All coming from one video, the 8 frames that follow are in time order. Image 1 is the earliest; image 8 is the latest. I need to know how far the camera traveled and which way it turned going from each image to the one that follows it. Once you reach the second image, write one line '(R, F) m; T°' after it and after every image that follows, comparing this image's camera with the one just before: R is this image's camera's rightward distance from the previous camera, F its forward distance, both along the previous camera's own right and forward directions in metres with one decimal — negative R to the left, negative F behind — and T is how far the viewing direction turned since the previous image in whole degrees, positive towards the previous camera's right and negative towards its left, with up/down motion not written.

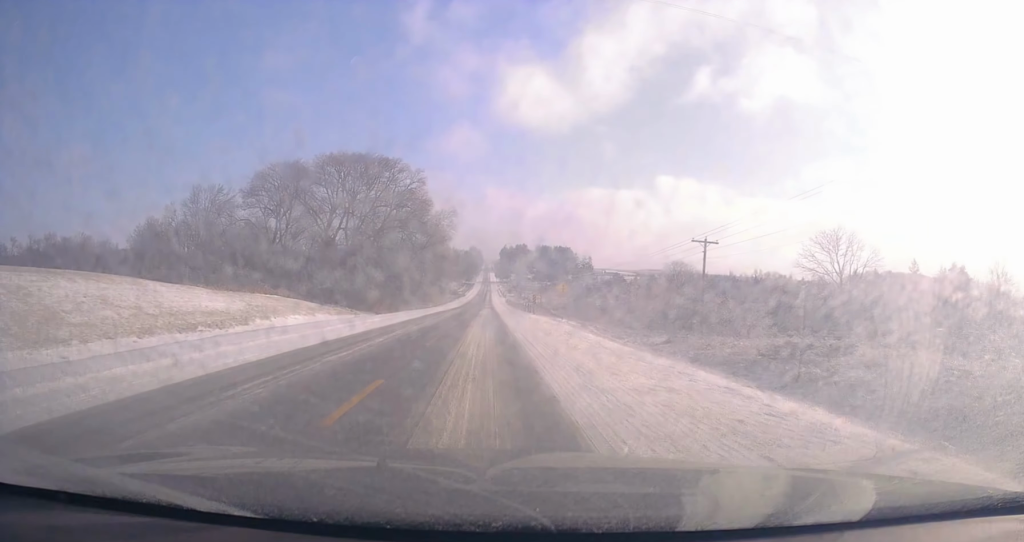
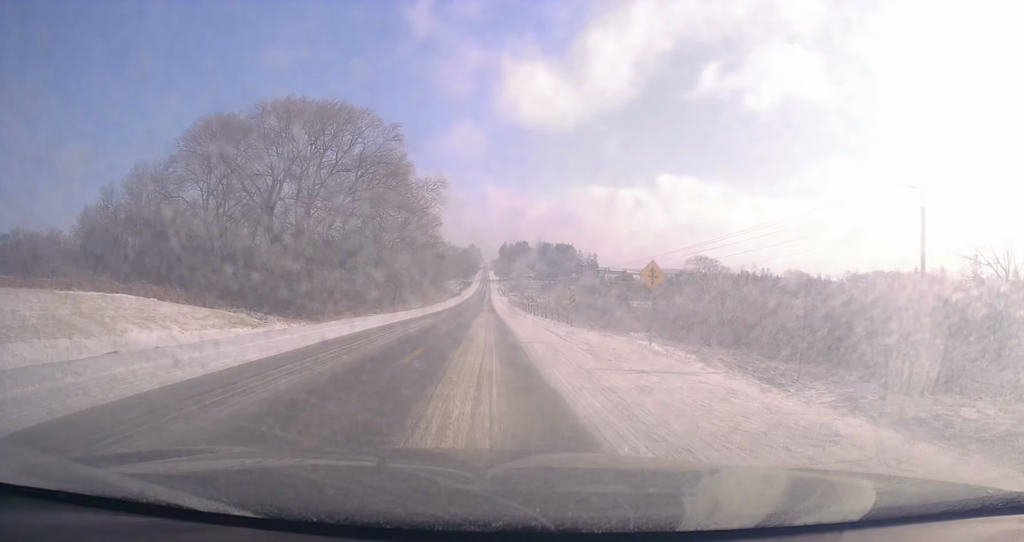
(-0.6, +23.5) m; +1°
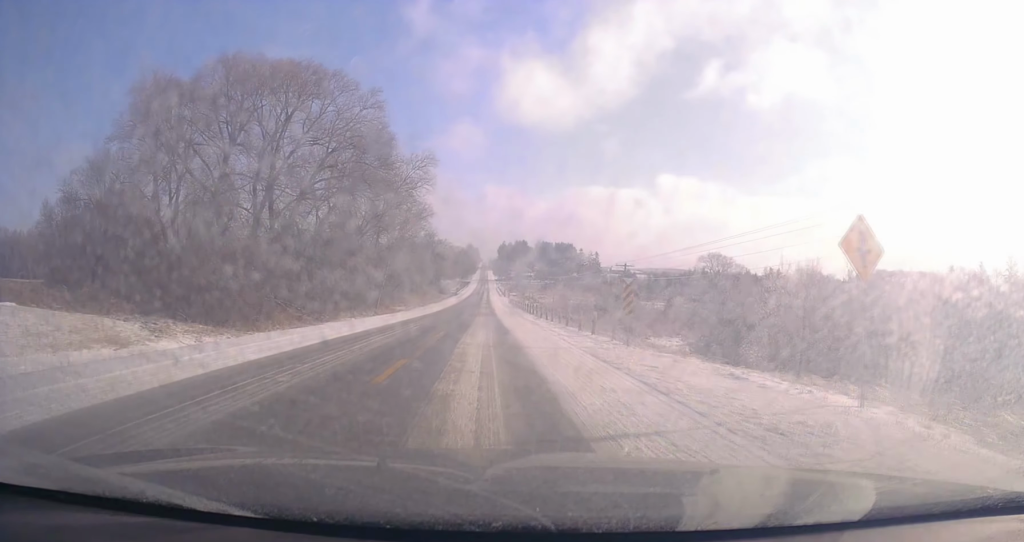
(+0.5, +12.2) m; 0°
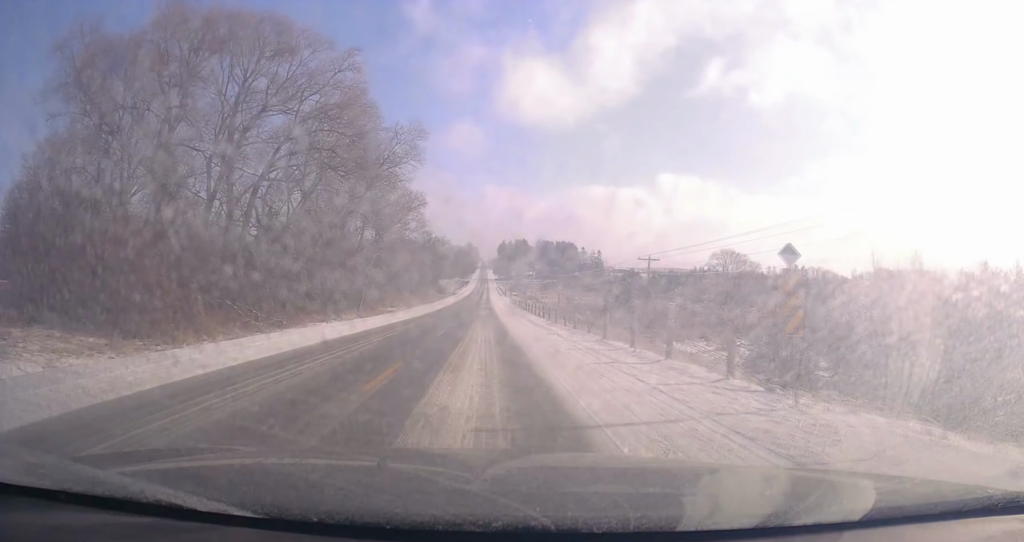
(+0.5, +9.5) m; 0°
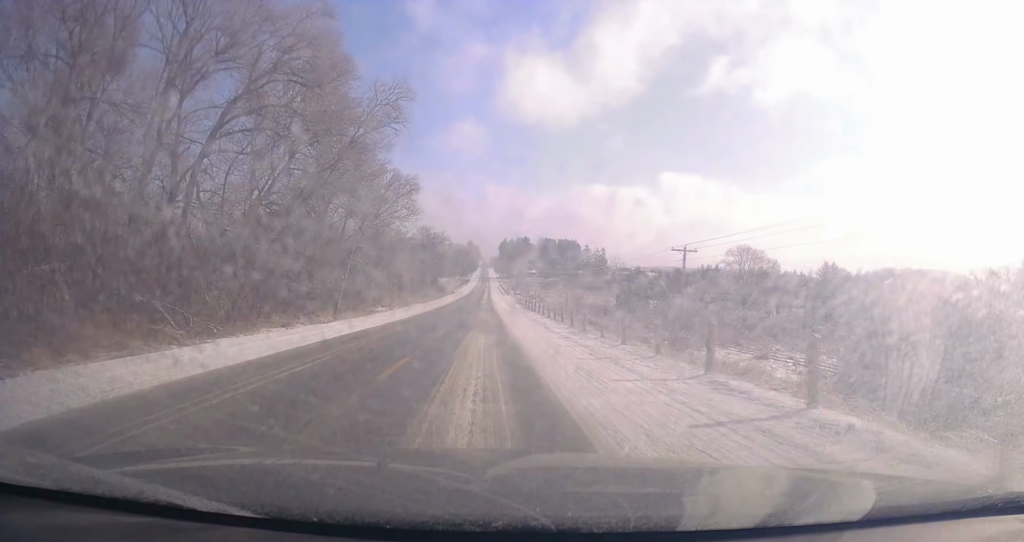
(-0.2, +10.2) m; 0°
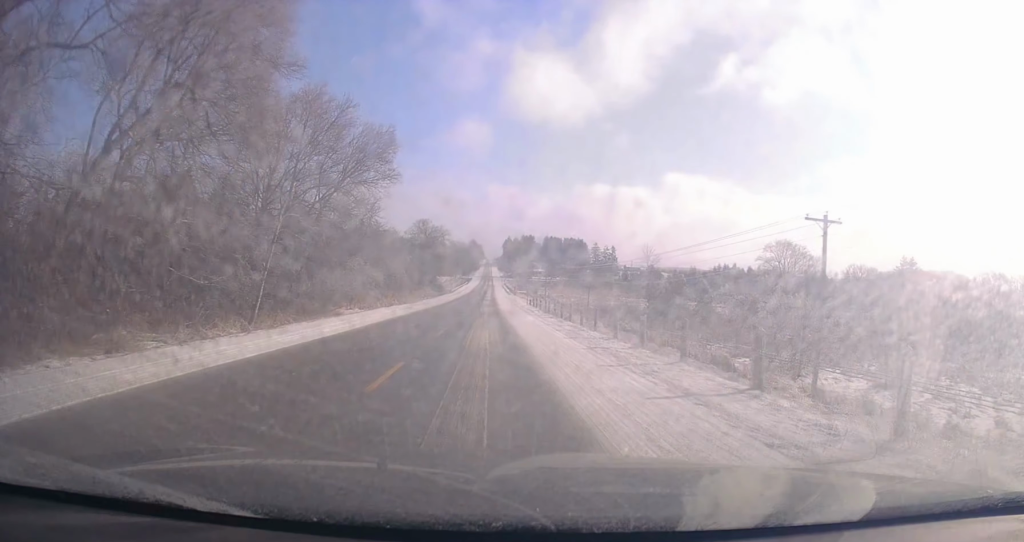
(-0.5, +19.4) m; -1°
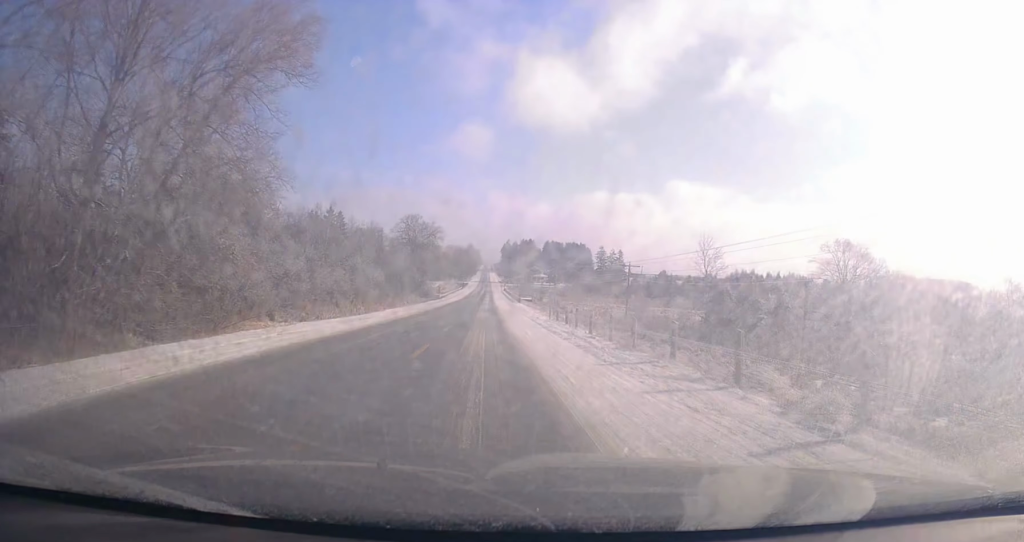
(+0.3, +24.8) m; +1°
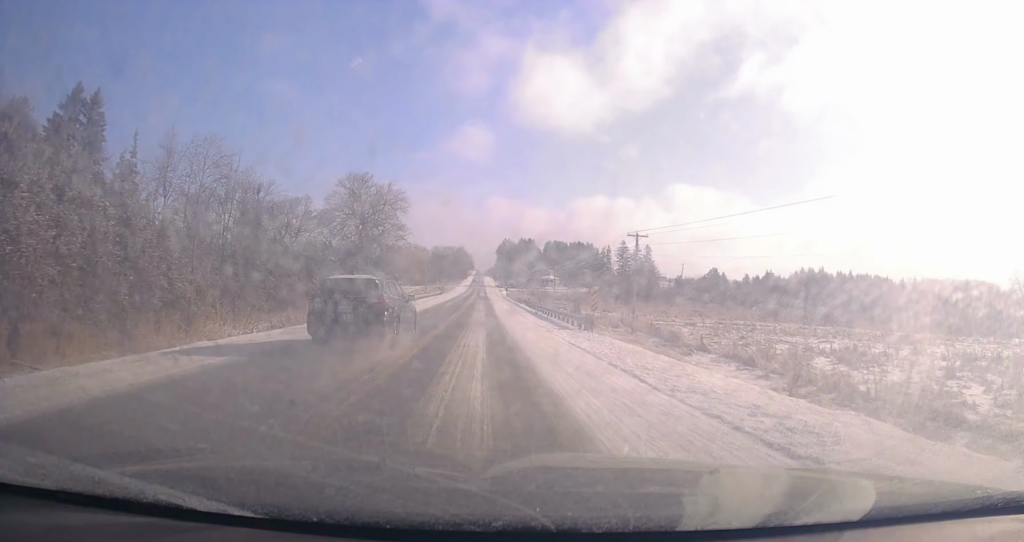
(0.0, +67.2) m; 0°
